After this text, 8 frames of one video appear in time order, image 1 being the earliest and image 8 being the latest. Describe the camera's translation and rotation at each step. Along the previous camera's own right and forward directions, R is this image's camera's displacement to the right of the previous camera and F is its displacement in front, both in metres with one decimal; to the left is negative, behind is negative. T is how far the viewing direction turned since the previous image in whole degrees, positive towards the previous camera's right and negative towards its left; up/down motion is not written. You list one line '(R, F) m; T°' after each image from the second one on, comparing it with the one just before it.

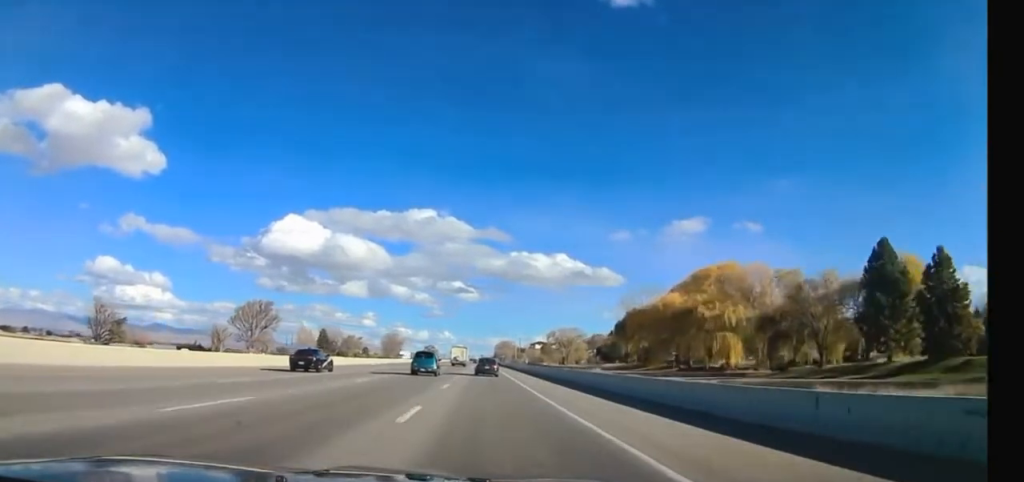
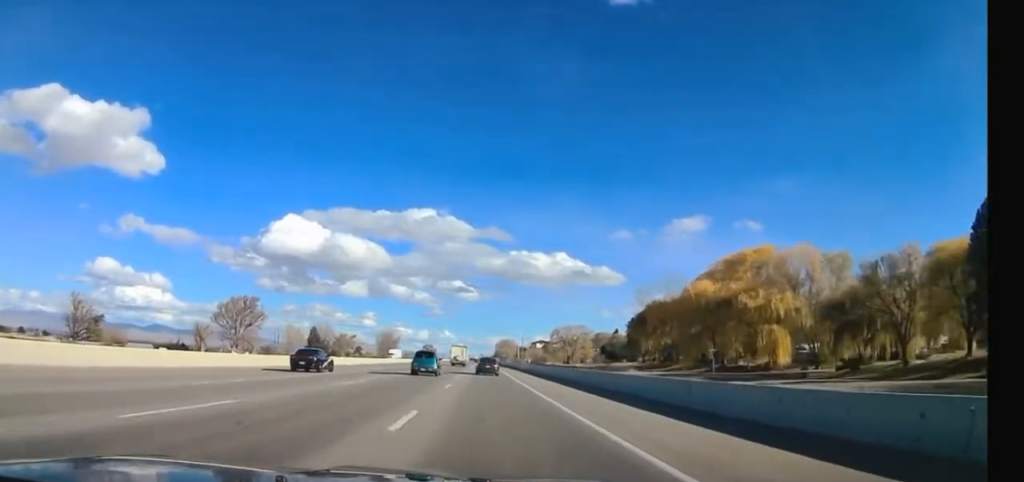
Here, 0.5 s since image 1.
(+0.1, +10.7) m; +1°
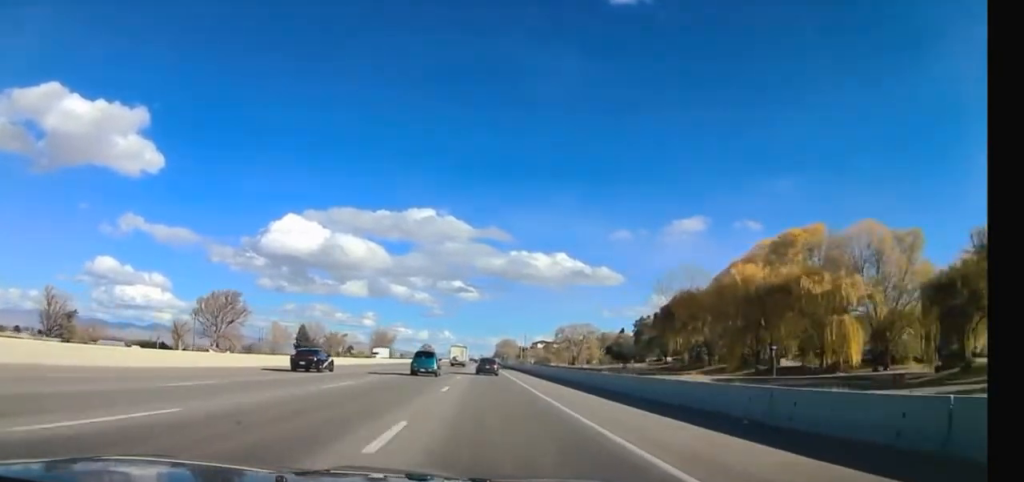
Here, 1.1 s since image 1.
(+0.1, +13.4) m; 0°
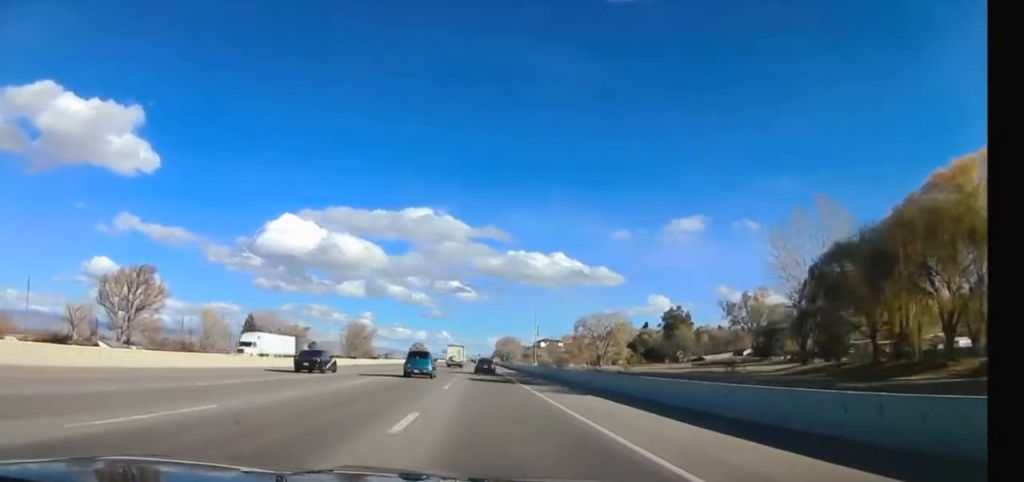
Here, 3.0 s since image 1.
(-1.0, +56.1) m; -2°
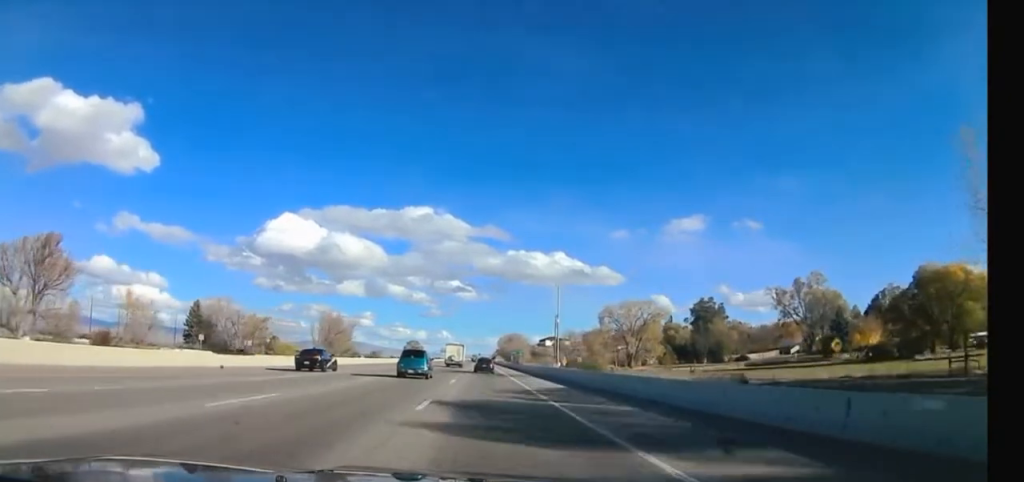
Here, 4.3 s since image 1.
(+0.5, +44.9) m; +1°
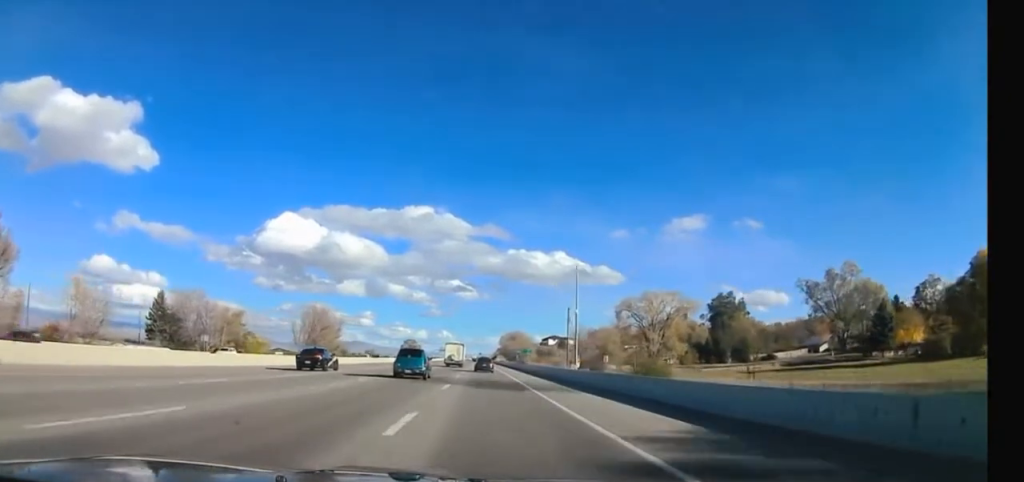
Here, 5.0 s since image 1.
(+0.1, +24.1) m; 0°
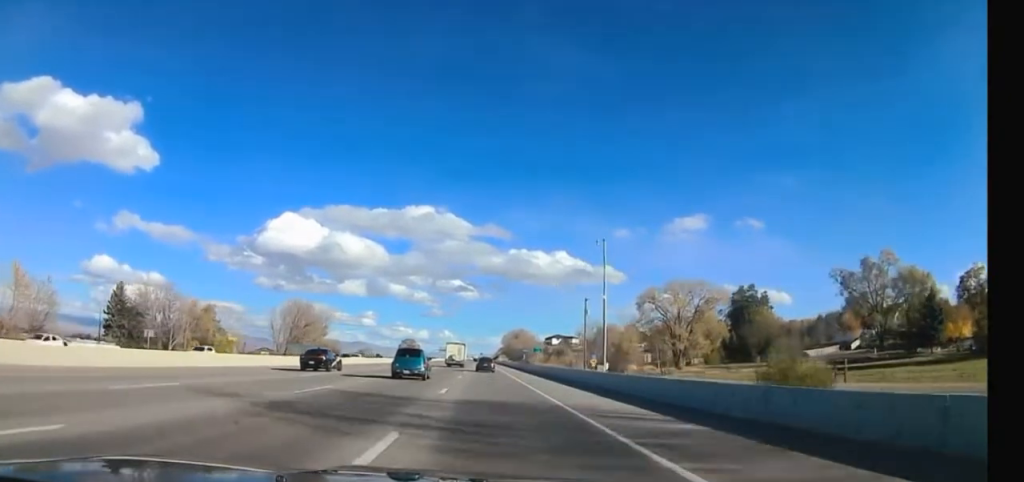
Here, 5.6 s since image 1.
(-0.3, +23.2) m; -1°
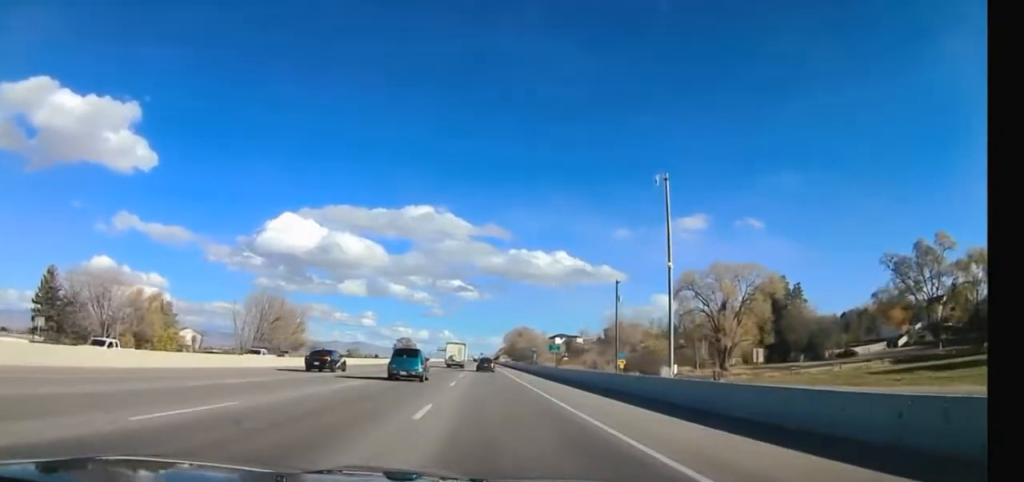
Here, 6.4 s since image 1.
(-0.3, +25.0) m; -1°
